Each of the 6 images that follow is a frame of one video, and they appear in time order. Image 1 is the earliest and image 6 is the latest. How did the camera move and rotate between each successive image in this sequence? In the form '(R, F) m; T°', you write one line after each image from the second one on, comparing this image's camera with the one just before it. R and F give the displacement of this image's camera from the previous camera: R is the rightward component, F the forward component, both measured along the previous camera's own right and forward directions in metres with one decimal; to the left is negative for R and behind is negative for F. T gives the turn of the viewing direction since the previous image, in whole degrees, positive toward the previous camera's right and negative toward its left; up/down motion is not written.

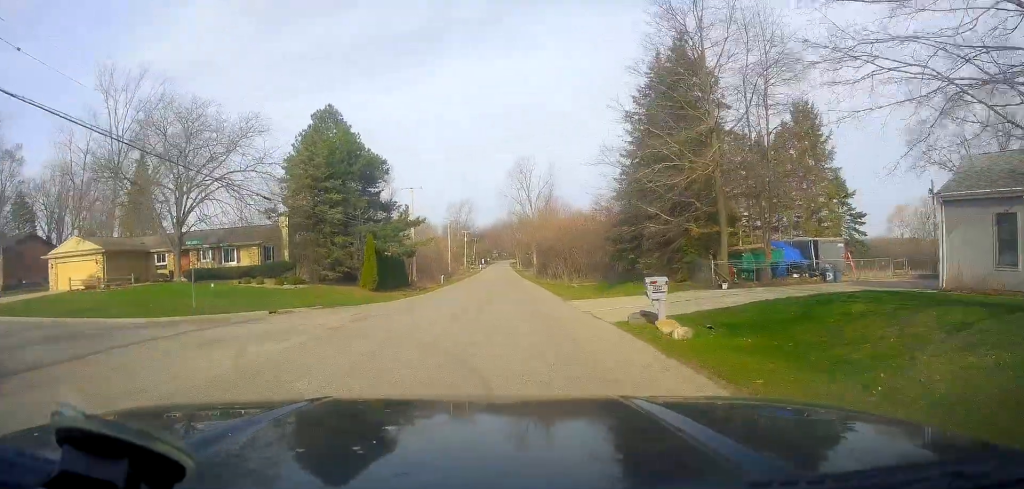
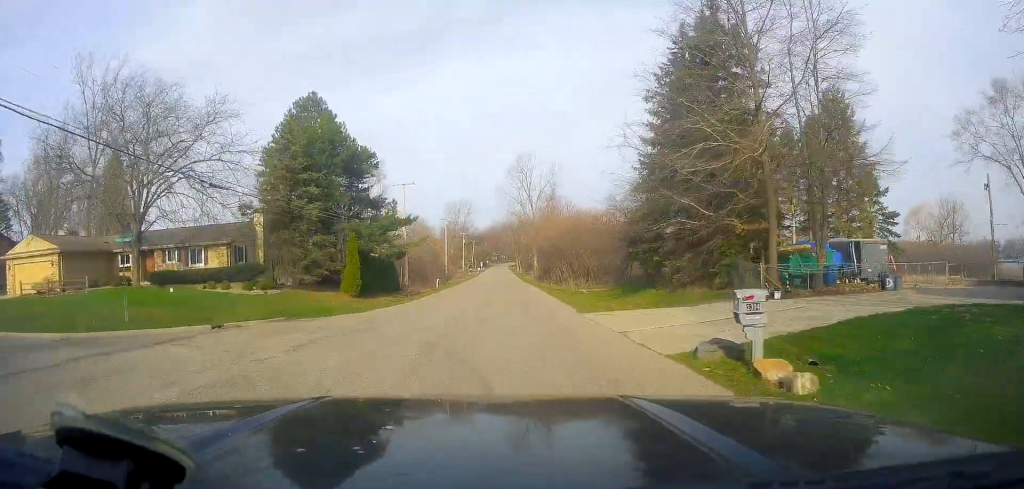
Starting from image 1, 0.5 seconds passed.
(+0.3, +5.3) m; 0°
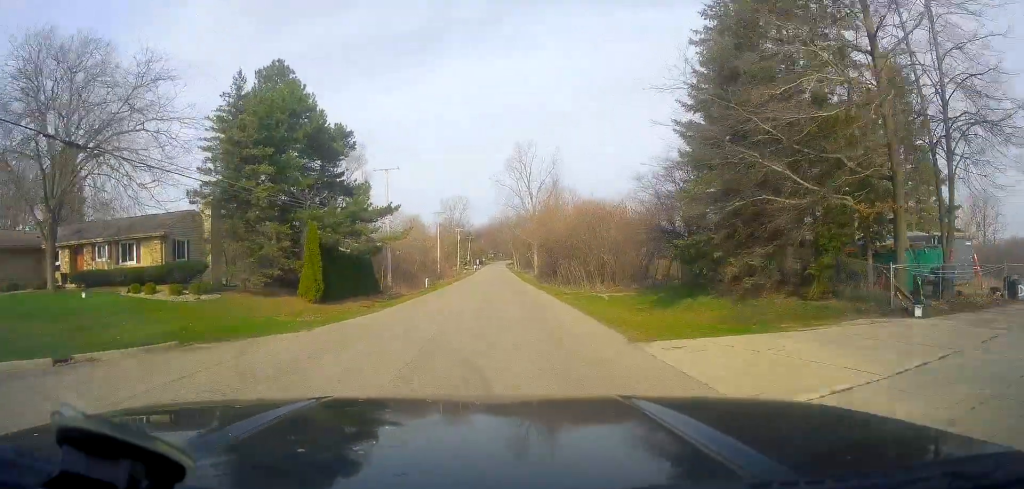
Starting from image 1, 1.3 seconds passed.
(-0.2, +8.1) m; -3°
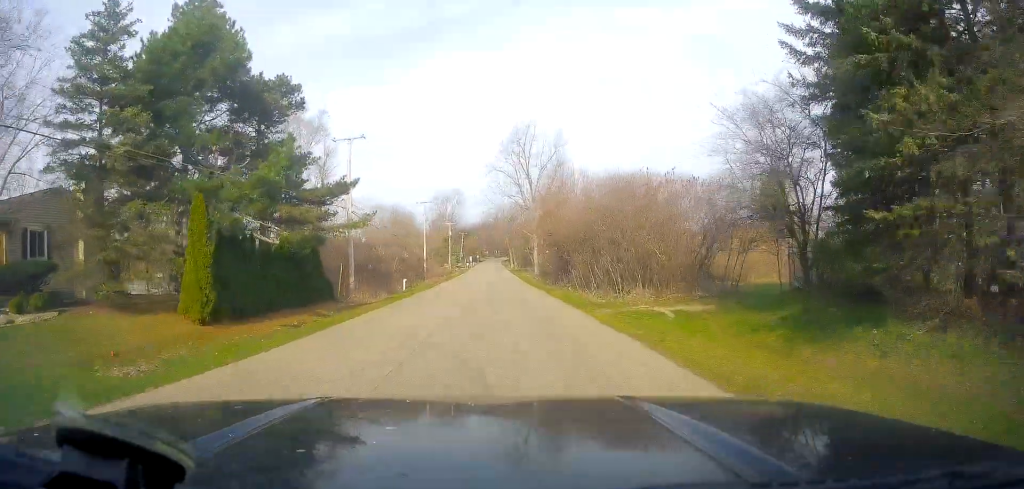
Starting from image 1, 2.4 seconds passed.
(-0.7, +12.1) m; -1°
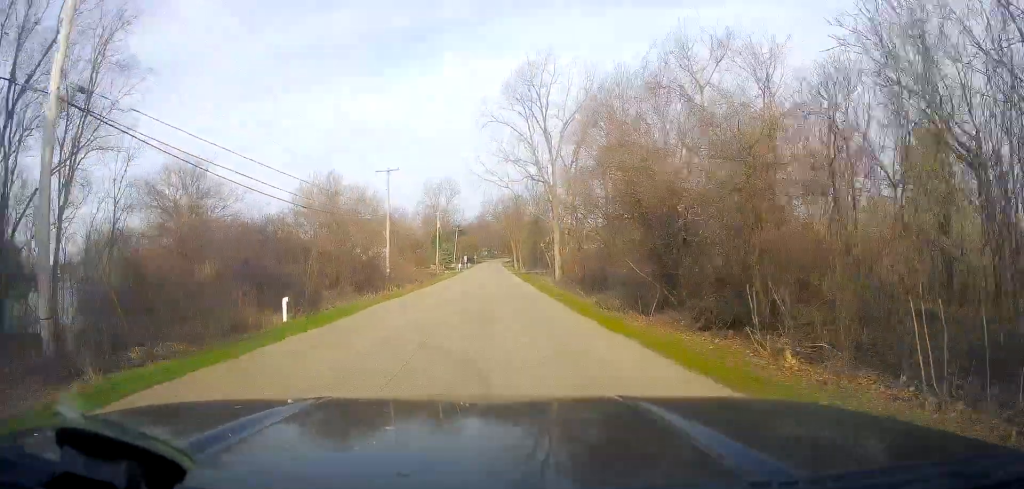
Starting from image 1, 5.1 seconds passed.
(+2.3, +29.2) m; +4°
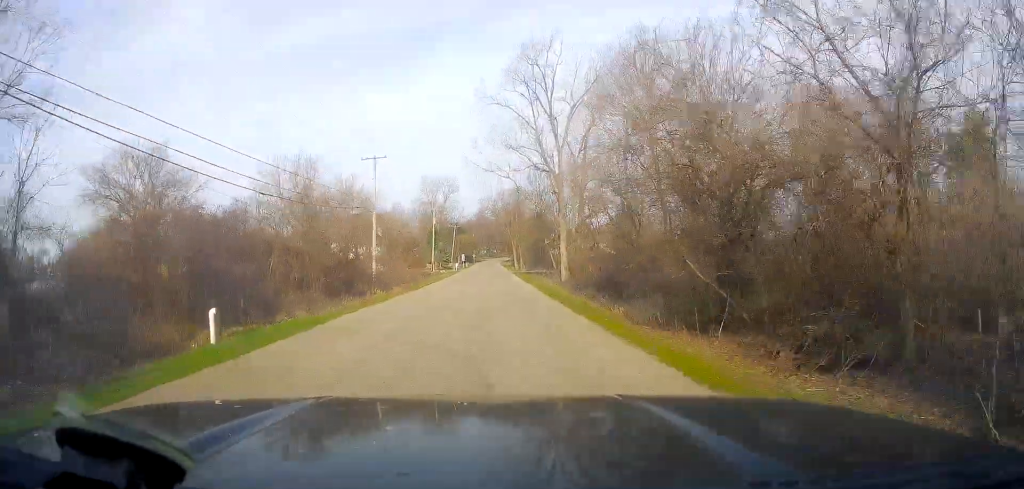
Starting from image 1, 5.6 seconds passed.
(-0.3, +6.0) m; 0°
